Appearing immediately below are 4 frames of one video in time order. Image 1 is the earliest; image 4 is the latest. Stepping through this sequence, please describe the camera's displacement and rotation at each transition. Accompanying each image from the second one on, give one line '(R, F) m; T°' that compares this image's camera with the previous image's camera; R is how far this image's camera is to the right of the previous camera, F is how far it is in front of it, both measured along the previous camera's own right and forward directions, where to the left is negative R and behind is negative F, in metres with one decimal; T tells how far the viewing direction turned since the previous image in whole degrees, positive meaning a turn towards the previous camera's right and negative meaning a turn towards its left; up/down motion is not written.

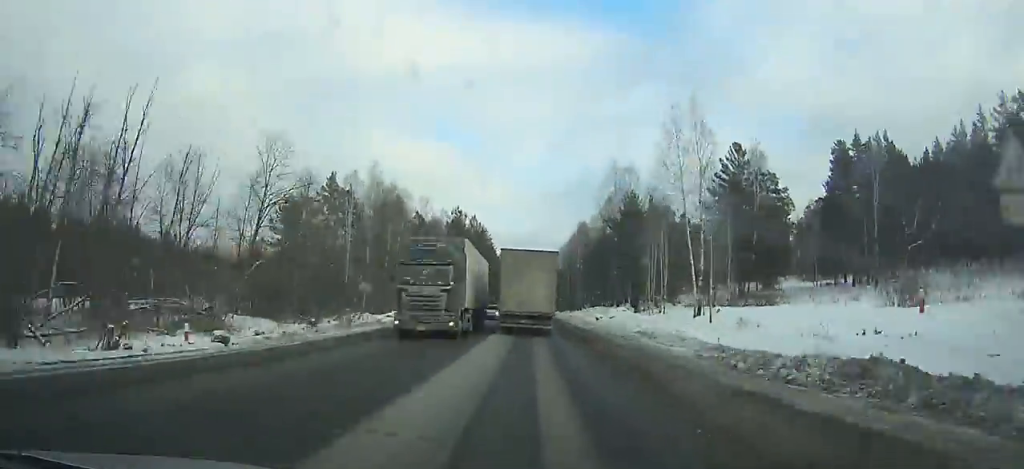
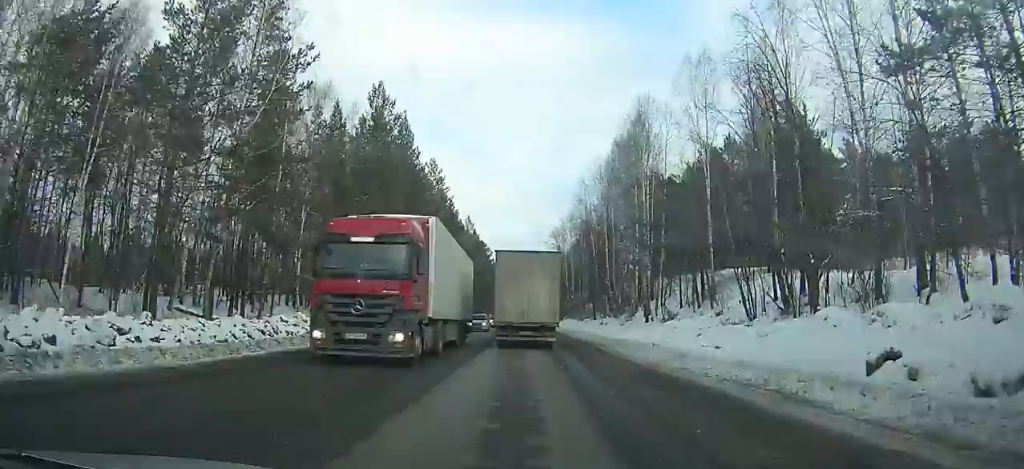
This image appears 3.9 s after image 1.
(+0.6, +76.2) m; +1°
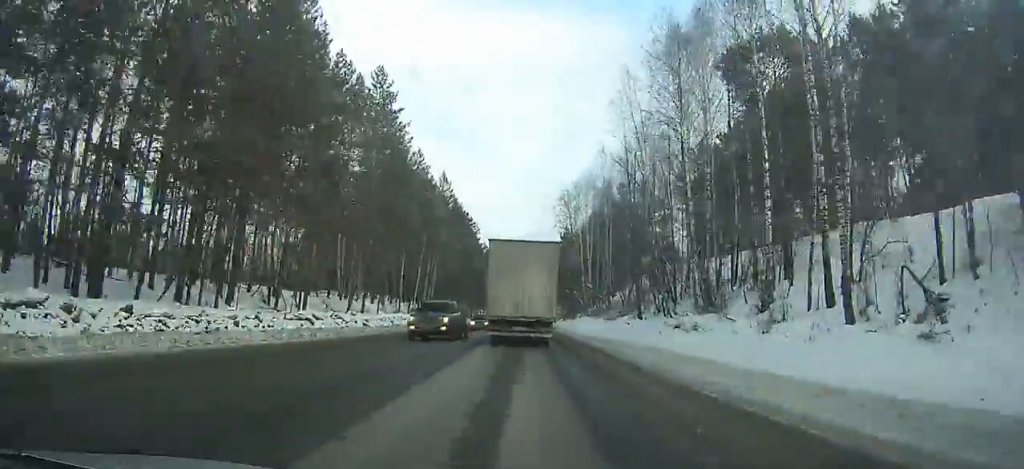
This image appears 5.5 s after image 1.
(+0.1, +30.3) m; 0°
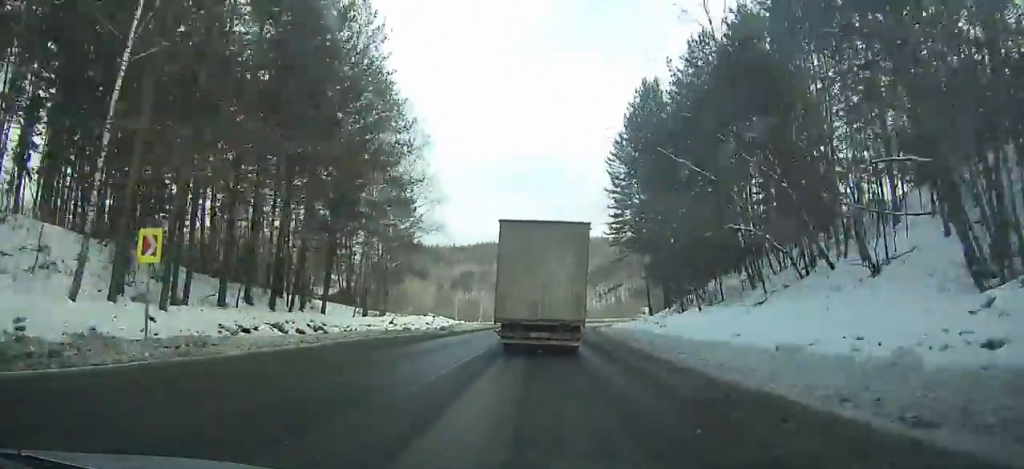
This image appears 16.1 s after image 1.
(+10.2, +187.7) m; +11°
